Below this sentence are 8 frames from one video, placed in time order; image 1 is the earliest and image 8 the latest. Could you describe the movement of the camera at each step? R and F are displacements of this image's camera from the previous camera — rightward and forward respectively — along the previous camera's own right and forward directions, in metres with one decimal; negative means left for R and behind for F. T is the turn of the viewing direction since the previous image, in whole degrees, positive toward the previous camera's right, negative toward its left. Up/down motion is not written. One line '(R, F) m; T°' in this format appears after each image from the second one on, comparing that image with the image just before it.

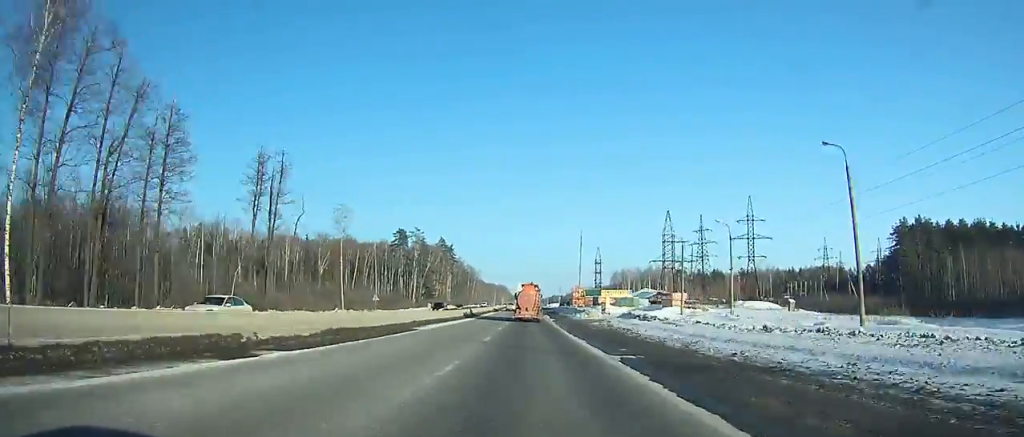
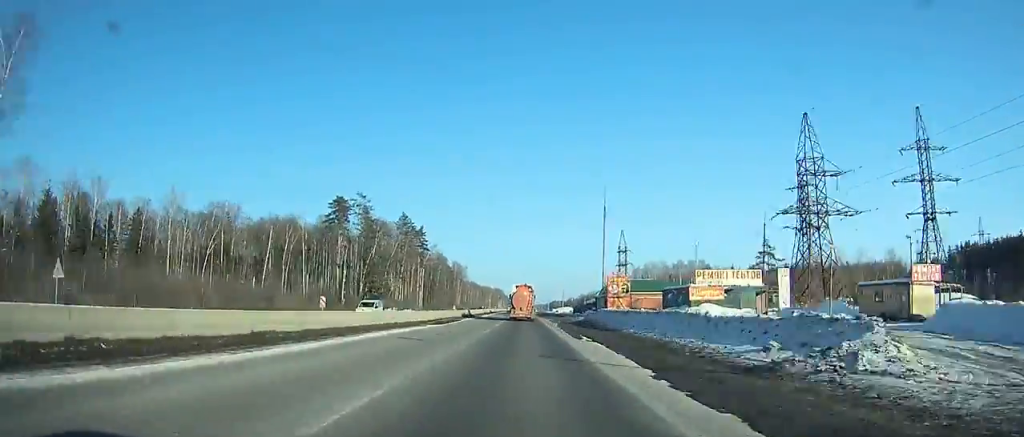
(+0.2, +64.8) m; 0°
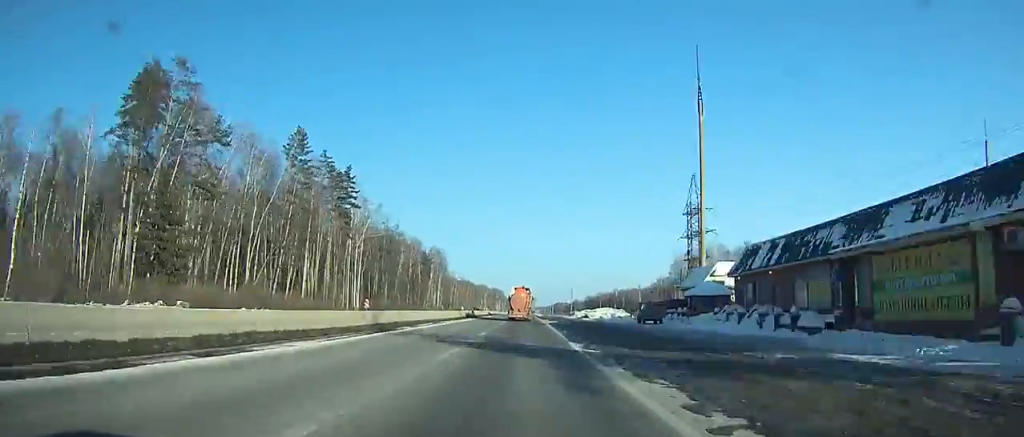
(-0.2, +72.7) m; 0°
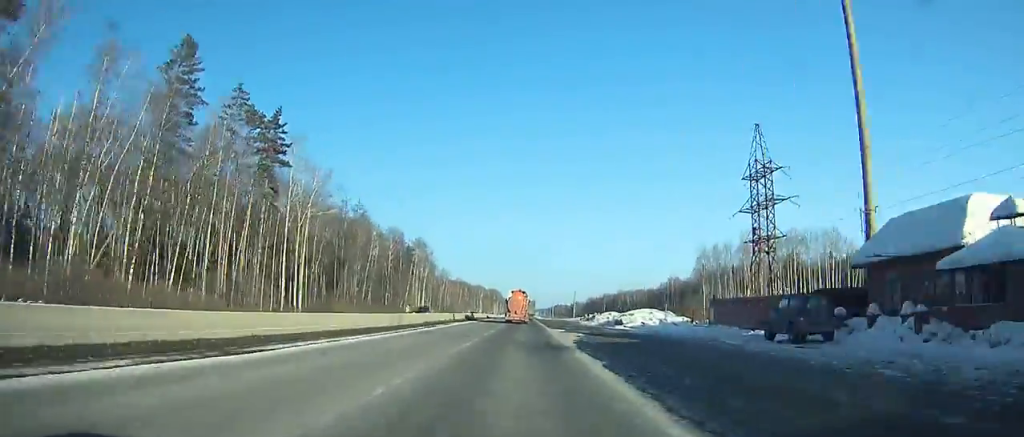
(0.0, +29.7) m; 0°
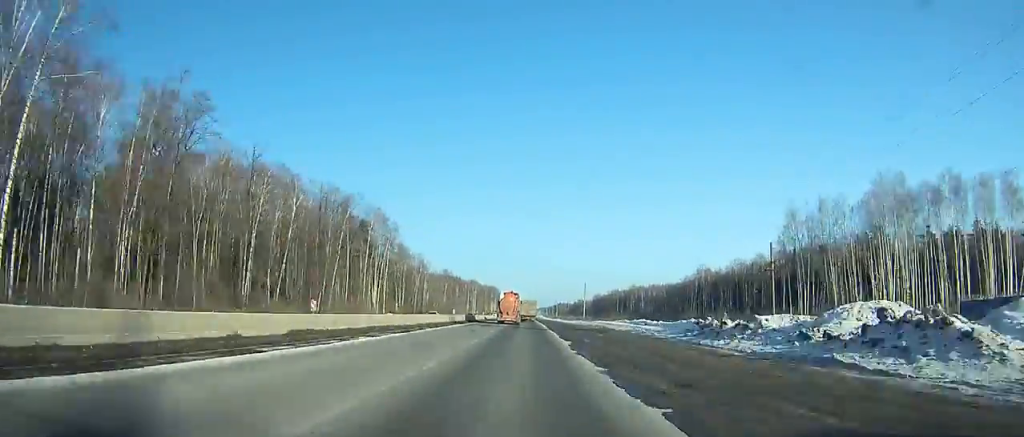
(+0.1, +55.6) m; 0°
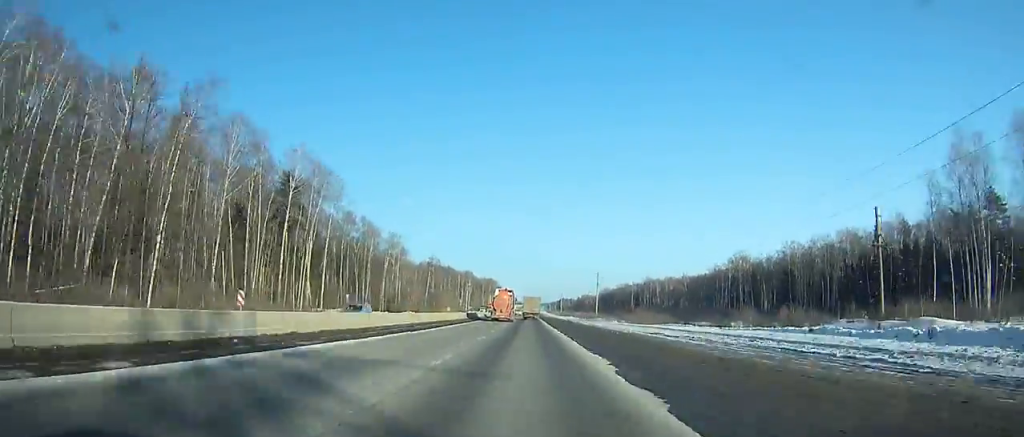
(0.0, +46.3) m; 0°
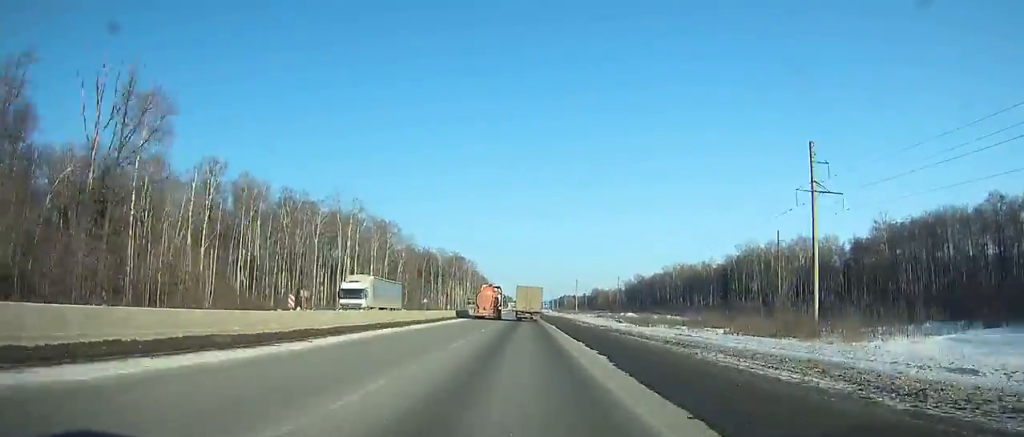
(-0.7, +192.1) m; 0°
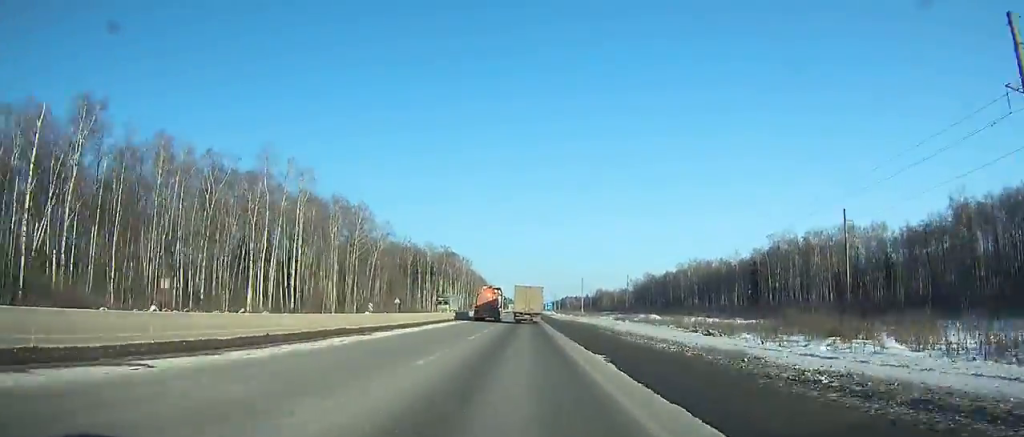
(0.0, +29.9) m; 0°
